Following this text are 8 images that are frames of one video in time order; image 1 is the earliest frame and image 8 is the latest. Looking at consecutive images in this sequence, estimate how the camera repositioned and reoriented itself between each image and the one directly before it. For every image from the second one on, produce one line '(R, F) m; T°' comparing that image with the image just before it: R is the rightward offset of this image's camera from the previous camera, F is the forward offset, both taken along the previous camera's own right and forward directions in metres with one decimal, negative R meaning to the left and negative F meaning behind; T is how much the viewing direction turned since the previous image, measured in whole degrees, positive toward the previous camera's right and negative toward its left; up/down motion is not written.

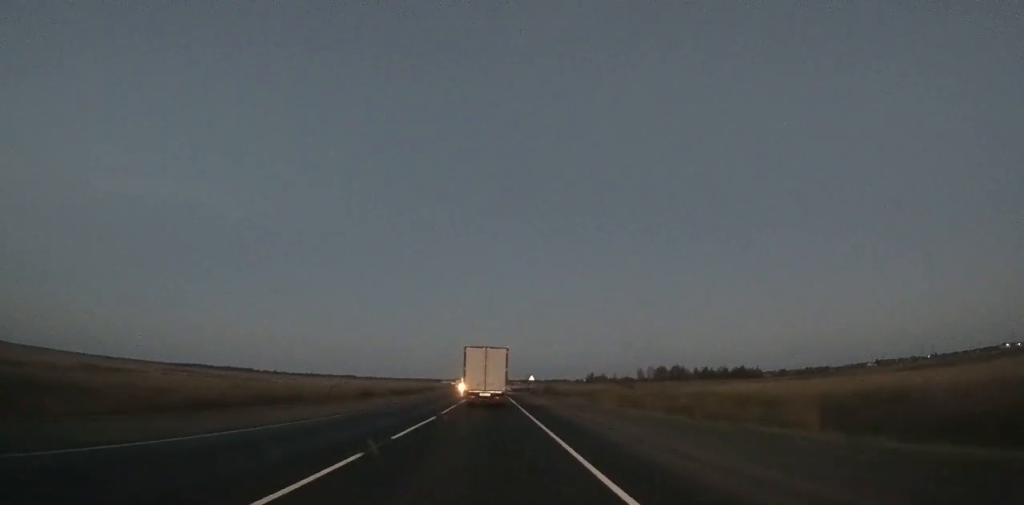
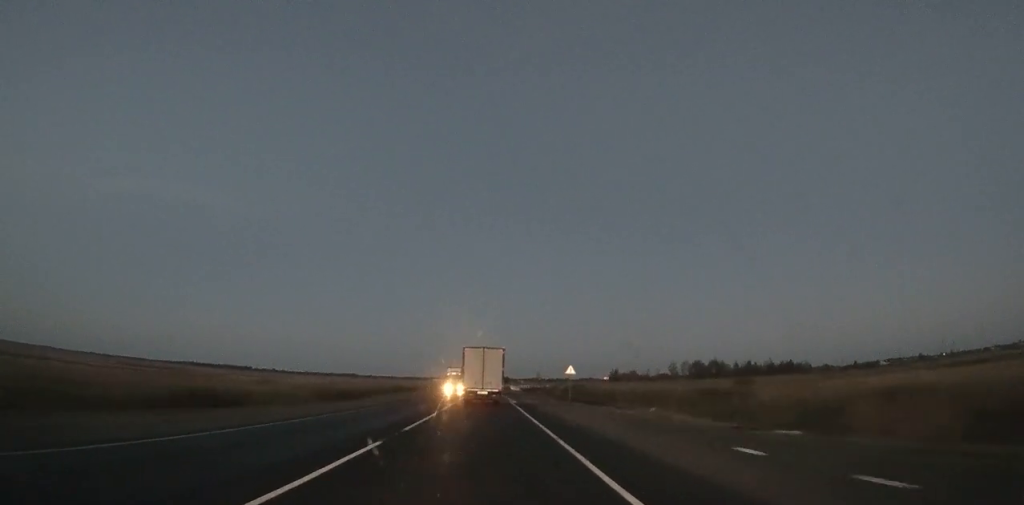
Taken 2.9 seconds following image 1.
(-0.4, +46.4) m; -1°
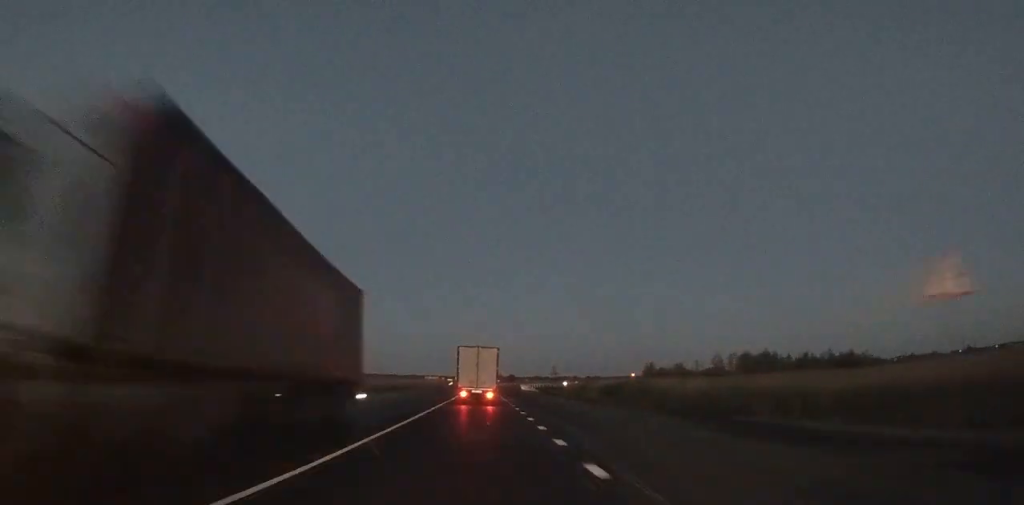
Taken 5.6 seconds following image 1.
(-0.2, +40.8) m; -1°
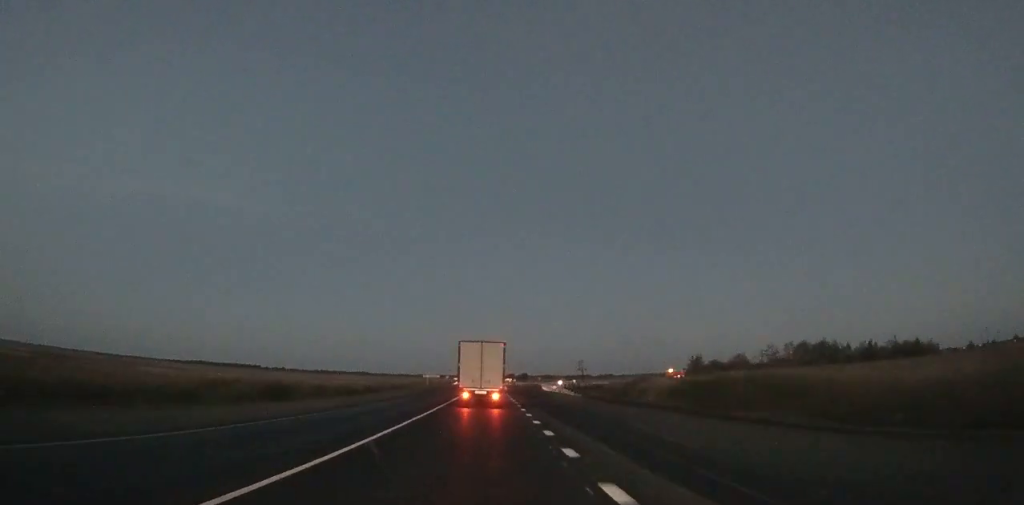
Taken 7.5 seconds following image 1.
(-0.1, +27.1) m; 0°
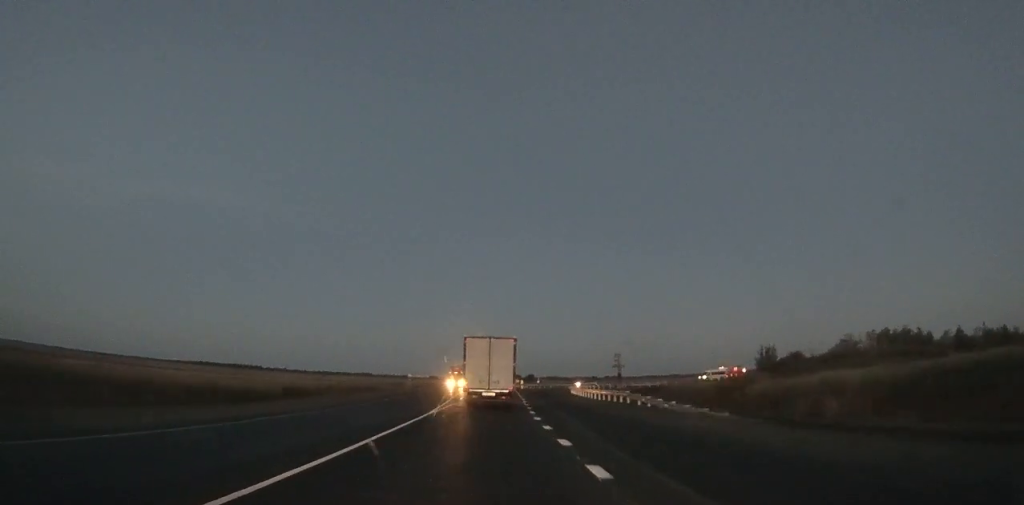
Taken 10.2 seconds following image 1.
(-0.3, +35.8) m; -1°
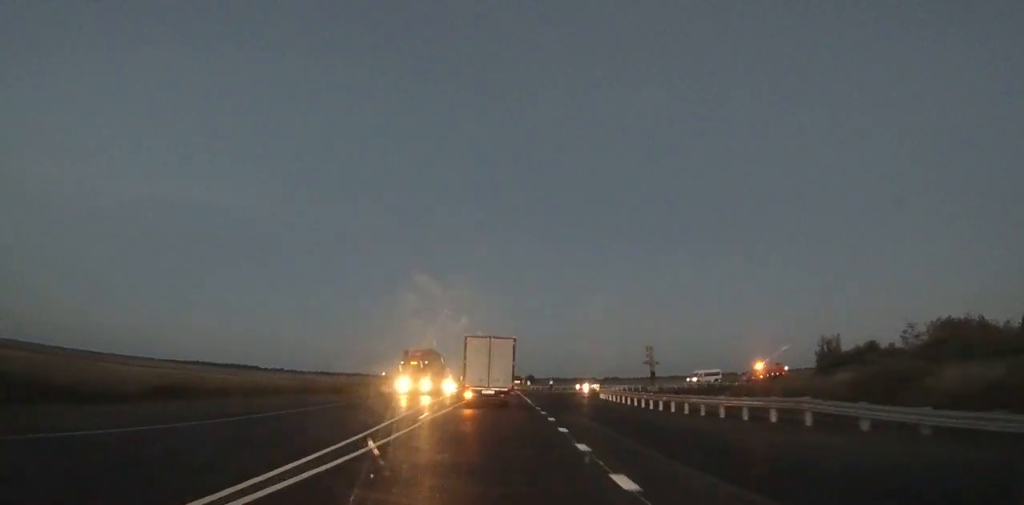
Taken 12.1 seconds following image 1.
(-0.1, +23.0) m; 0°
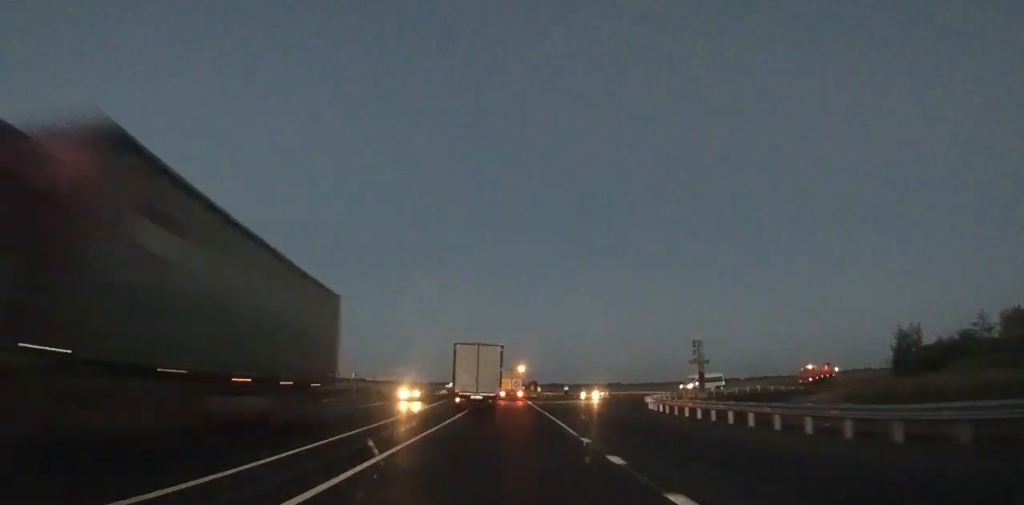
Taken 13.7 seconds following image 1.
(-0.1, +18.6) m; -1°
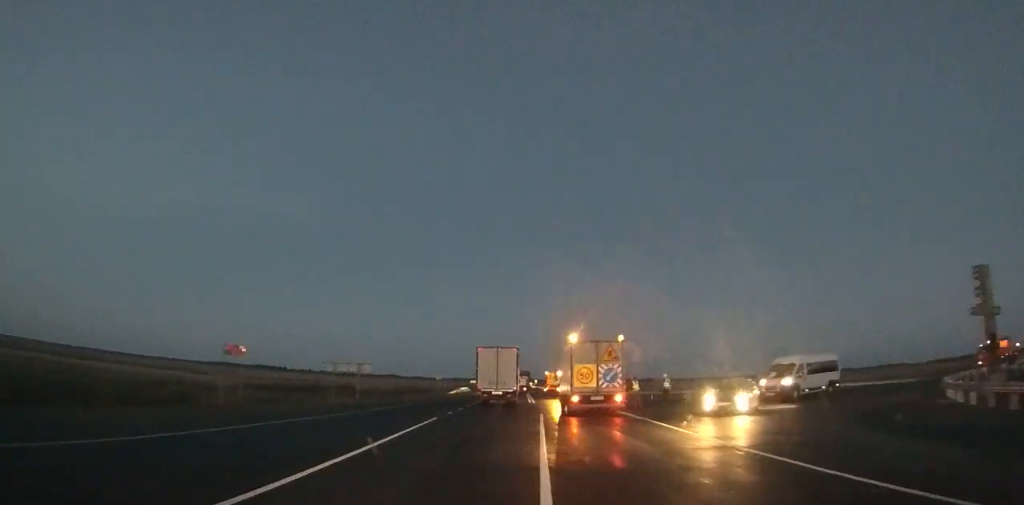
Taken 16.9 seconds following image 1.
(-0.5, +36.4) m; -1°
